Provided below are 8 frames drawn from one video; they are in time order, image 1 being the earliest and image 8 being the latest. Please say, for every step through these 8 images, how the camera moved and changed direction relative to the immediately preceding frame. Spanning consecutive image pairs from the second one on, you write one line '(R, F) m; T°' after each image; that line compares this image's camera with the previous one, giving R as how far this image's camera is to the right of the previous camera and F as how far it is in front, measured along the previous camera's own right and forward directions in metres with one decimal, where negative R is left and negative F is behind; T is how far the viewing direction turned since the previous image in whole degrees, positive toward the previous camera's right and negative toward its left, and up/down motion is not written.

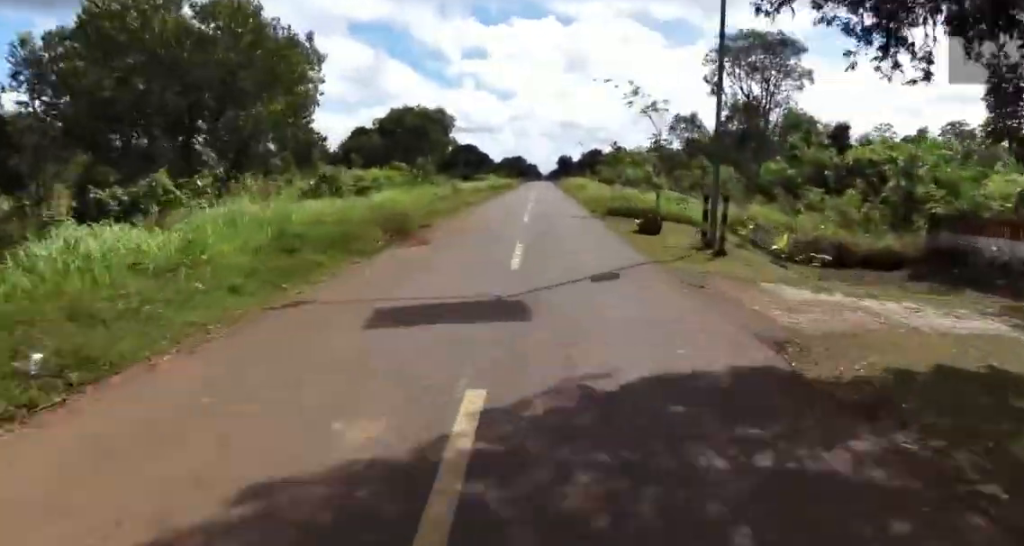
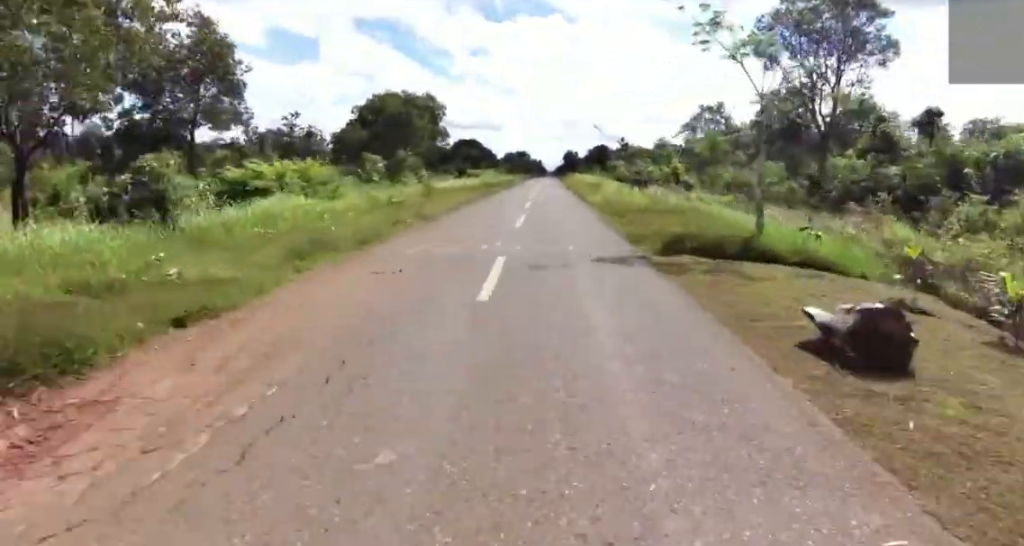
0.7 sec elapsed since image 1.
(-0.1, +11.4) m; +1°
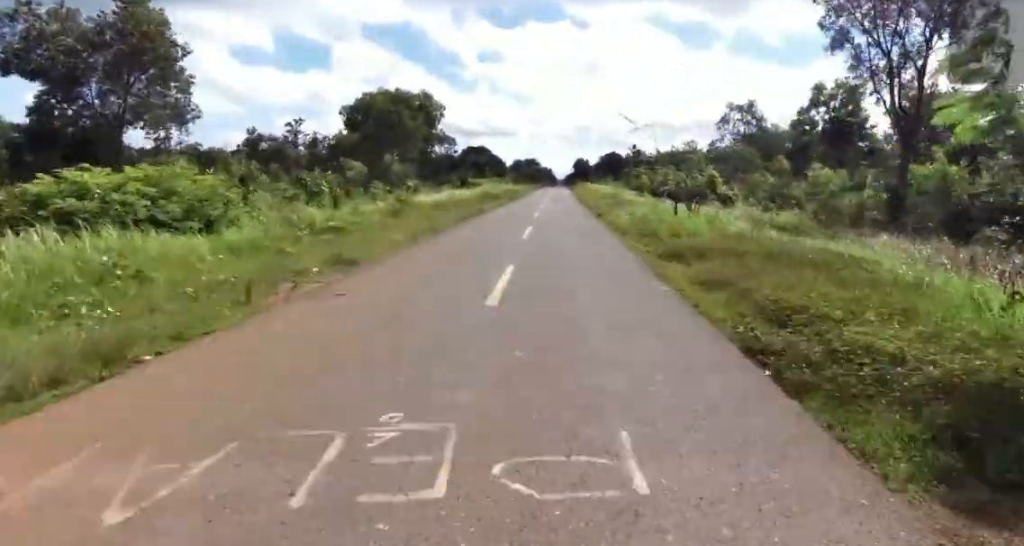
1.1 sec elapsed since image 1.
(+0.3, +8.1) m; -1°
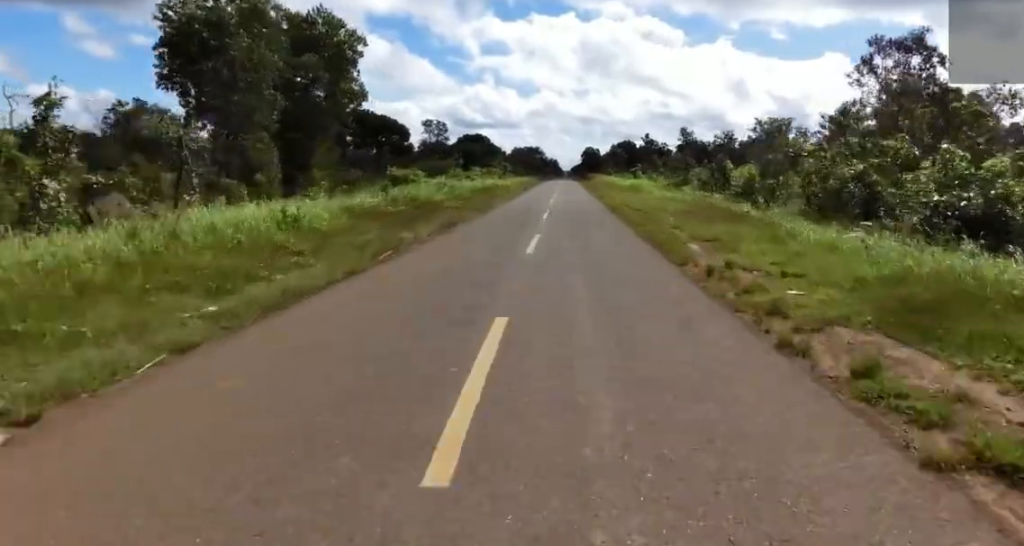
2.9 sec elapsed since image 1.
(-0.9, +30.7) m; 0°
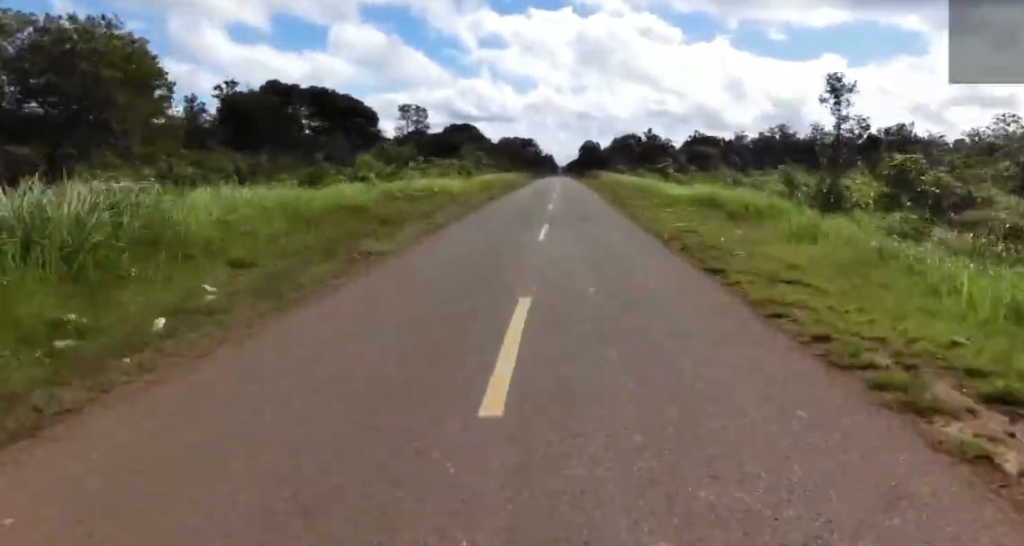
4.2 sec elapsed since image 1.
(+1.4, +24.7) m; +3°
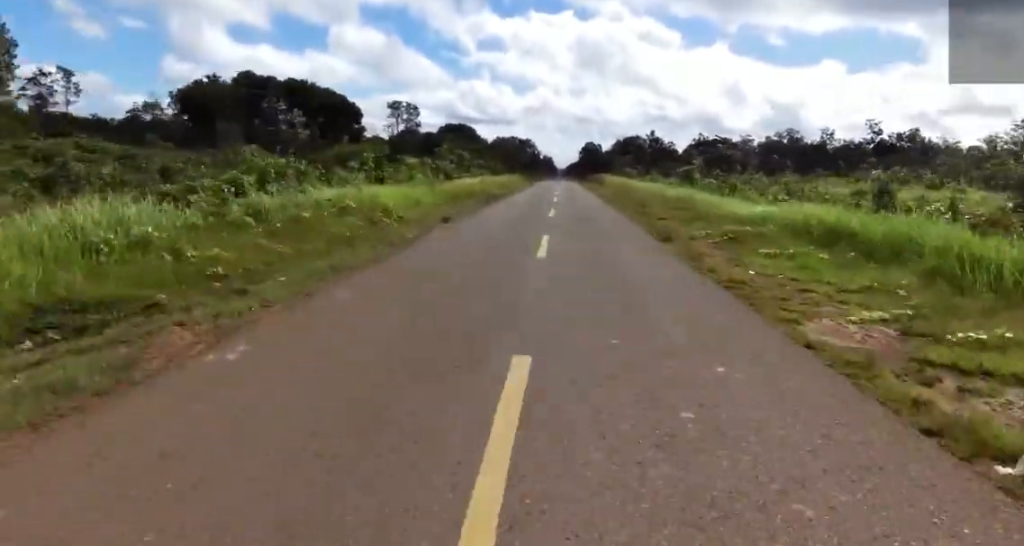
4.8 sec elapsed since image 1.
(0.0, +11.2) m; 0°
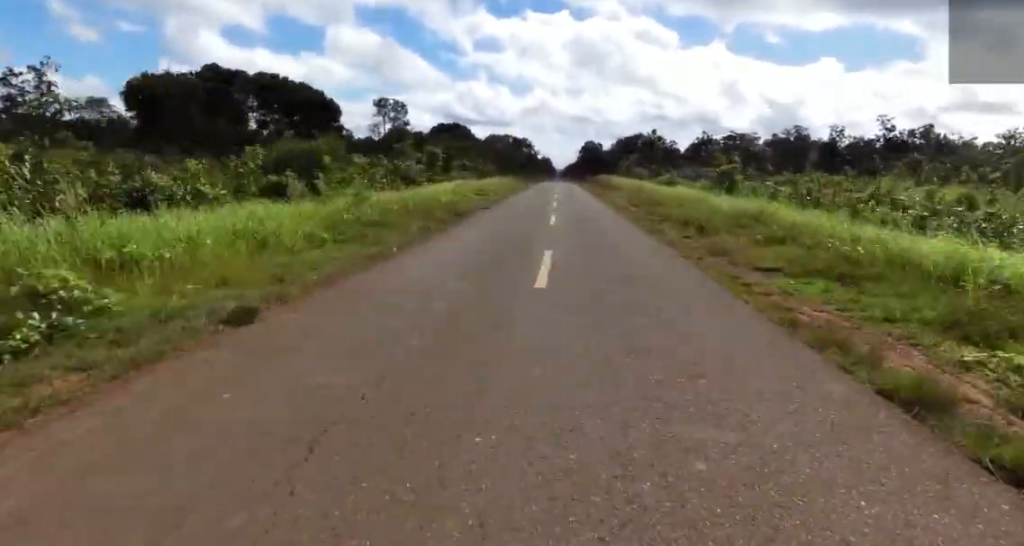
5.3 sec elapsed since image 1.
(-0.1, +11.6) m; 0°
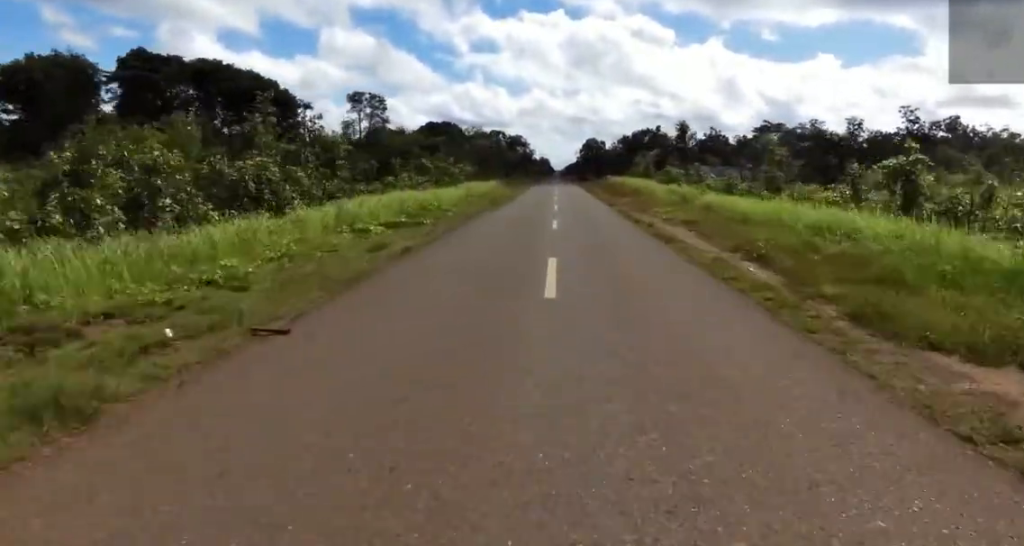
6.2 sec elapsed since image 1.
(0.0, +17.3) m; 0°
